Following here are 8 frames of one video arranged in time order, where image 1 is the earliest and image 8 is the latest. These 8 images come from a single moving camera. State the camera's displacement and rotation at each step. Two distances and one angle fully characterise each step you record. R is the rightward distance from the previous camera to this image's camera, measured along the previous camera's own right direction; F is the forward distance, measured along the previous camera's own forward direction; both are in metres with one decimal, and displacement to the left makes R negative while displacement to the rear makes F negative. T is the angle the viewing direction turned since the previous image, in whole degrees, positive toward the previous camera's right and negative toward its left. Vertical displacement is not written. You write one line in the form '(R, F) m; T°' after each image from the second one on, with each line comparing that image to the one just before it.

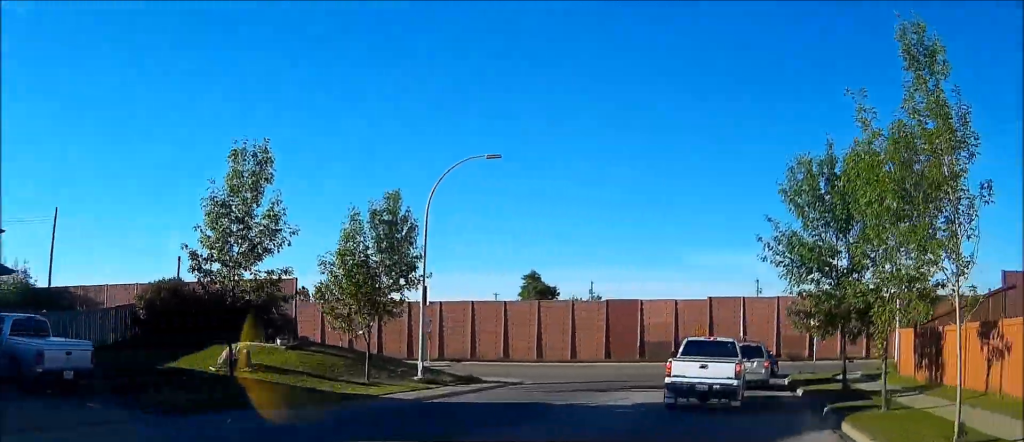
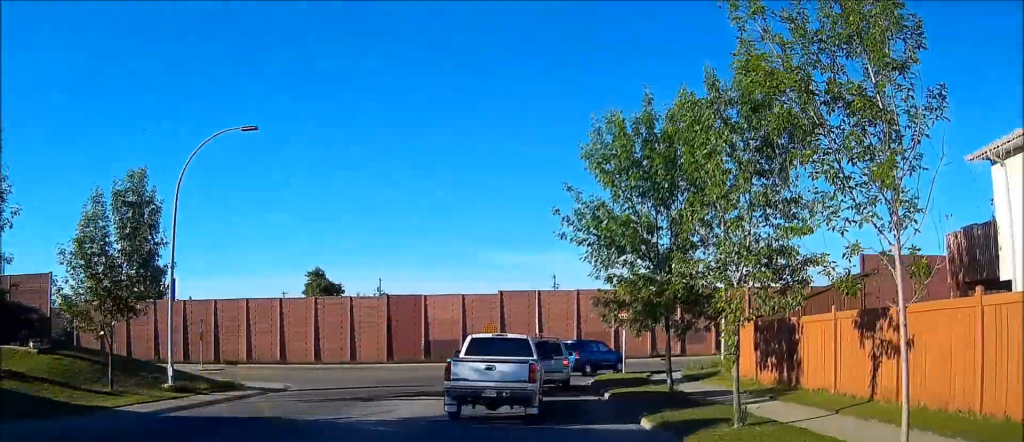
(+0.8, +4.3) m; +13°
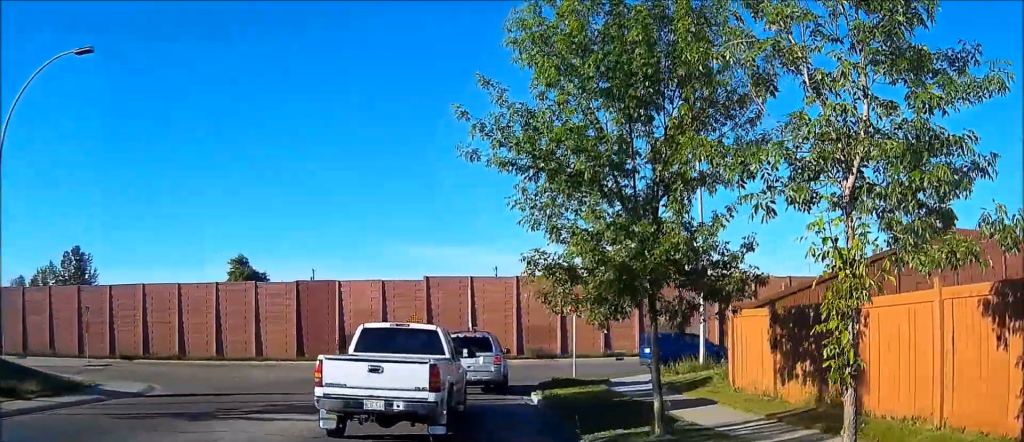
(+1.3, +7.7) m; +11°
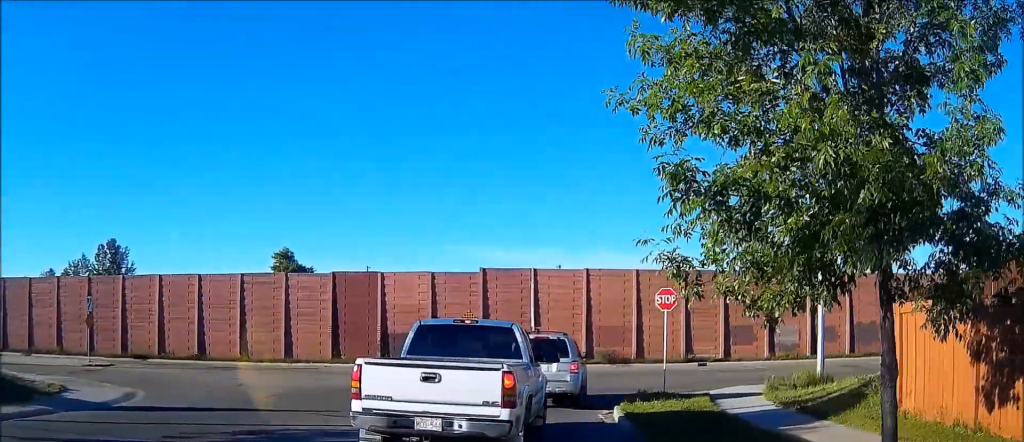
(-0.2, +5.8) m; -2°
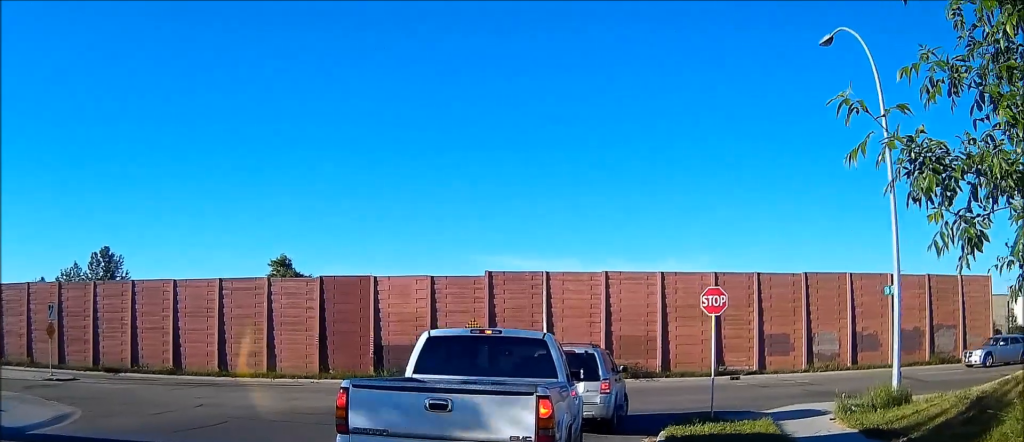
(0.0, +4.7) m; +1°
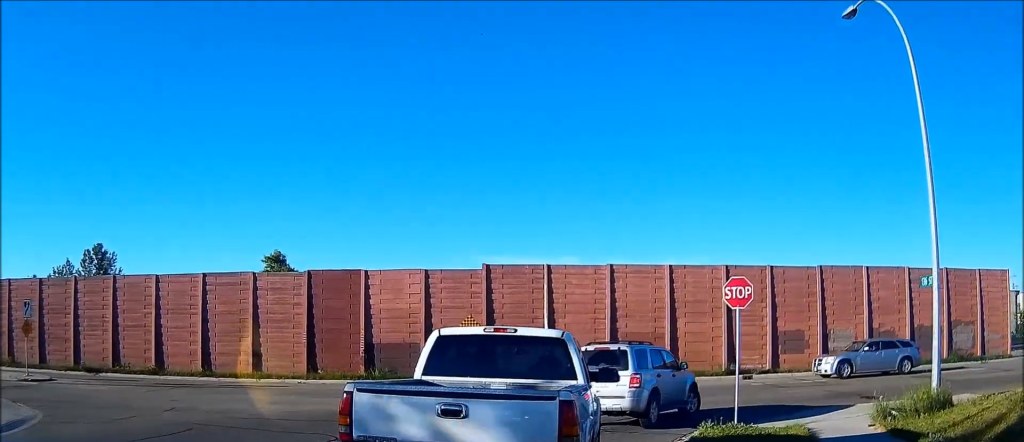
(0.0, +2.3) m; +2°
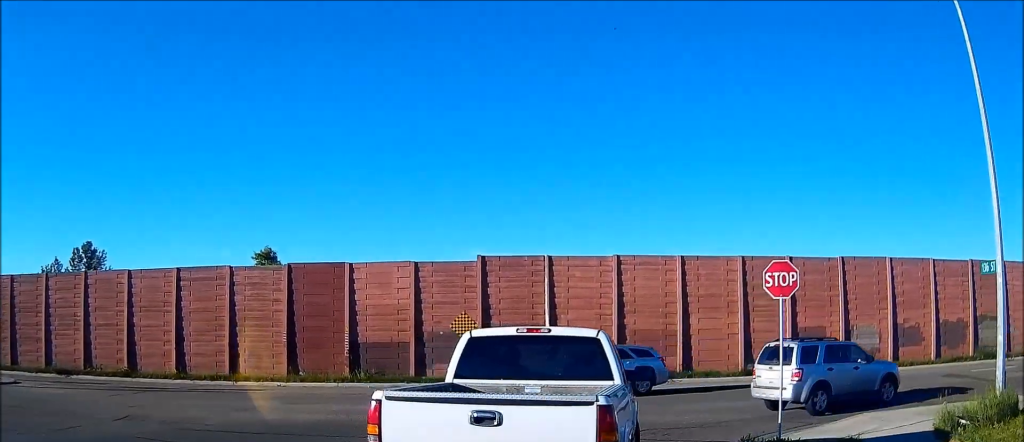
(+0.1, +2.5) m; +2°
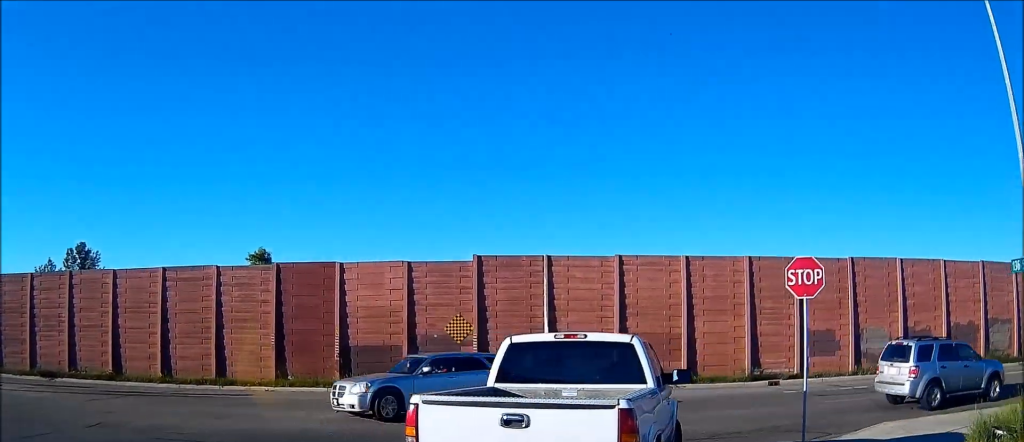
(0.0, +1.1) m; 0°
